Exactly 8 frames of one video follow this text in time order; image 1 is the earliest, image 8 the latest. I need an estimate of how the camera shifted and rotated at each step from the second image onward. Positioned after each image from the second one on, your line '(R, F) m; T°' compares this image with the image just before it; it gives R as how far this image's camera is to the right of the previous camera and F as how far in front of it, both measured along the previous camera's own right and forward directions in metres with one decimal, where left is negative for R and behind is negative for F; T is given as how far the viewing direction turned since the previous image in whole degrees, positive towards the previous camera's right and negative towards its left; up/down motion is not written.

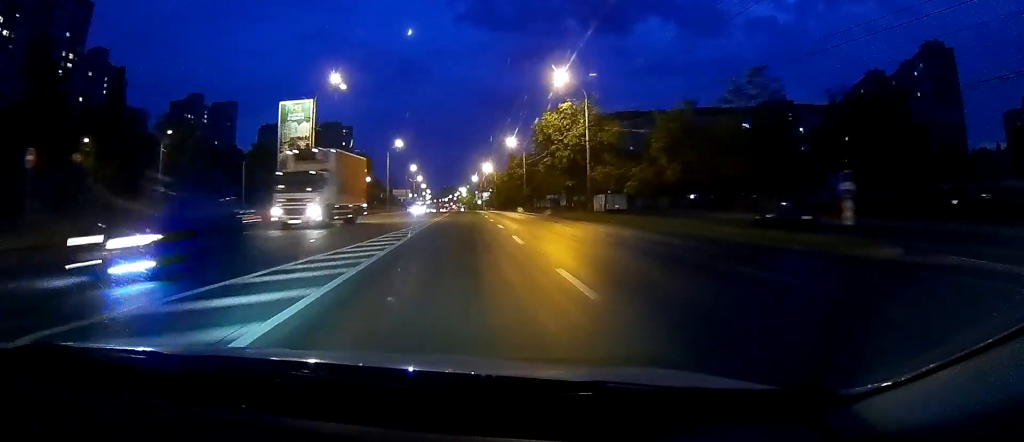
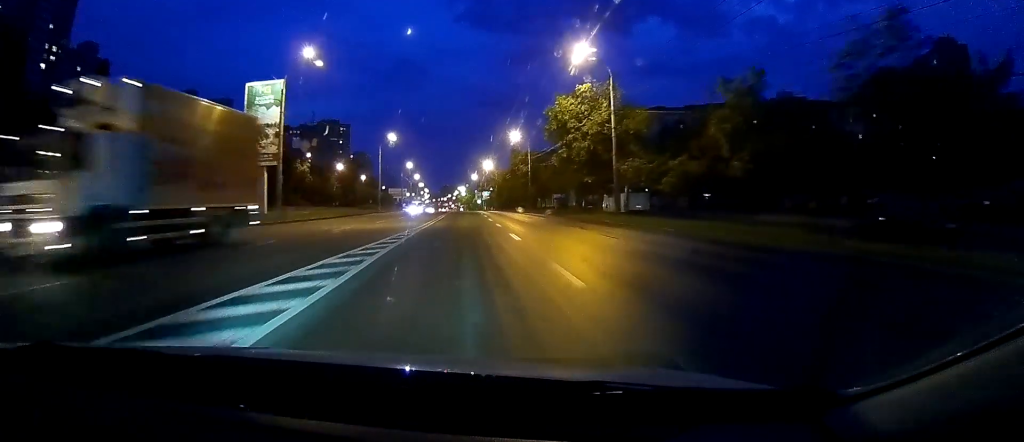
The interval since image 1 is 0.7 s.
(-0.1, +7.9) m; +1°
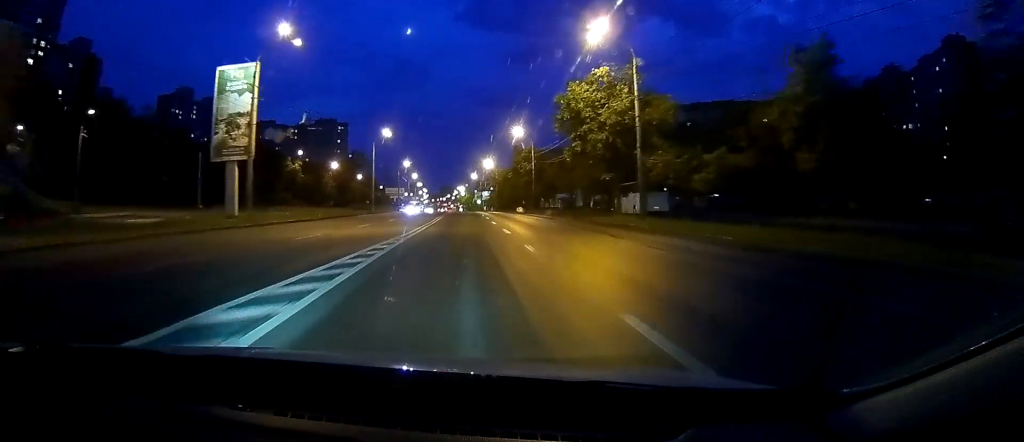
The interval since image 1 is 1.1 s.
(0.0, +5.2) m; +1°
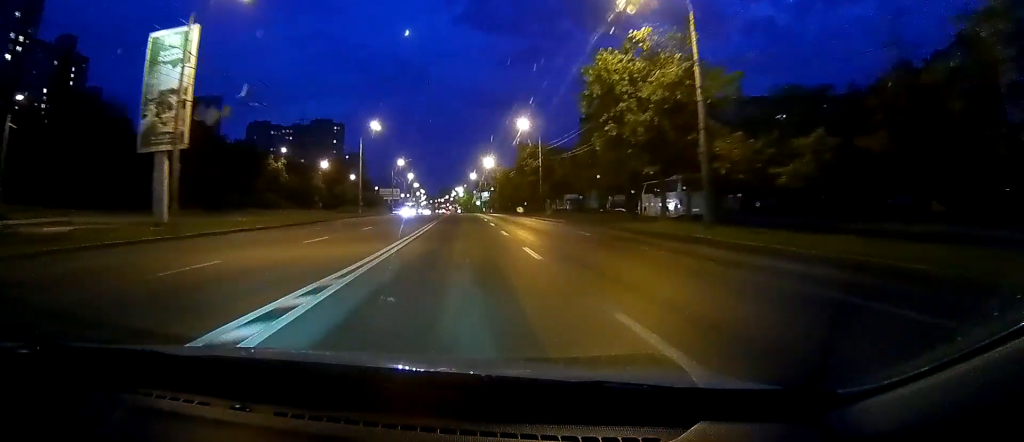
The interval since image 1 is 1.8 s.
(+0.4, +8.8) m; 0°
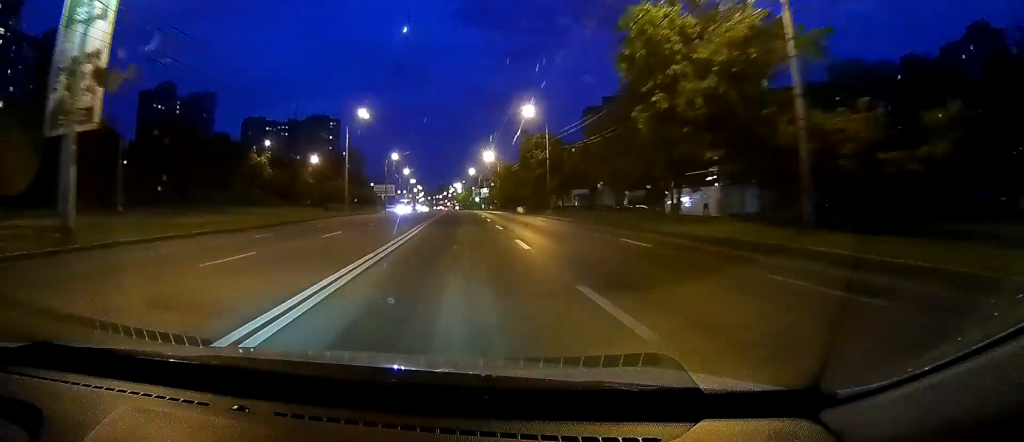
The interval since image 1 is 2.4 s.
(-0.1, +7.4) m; -1°
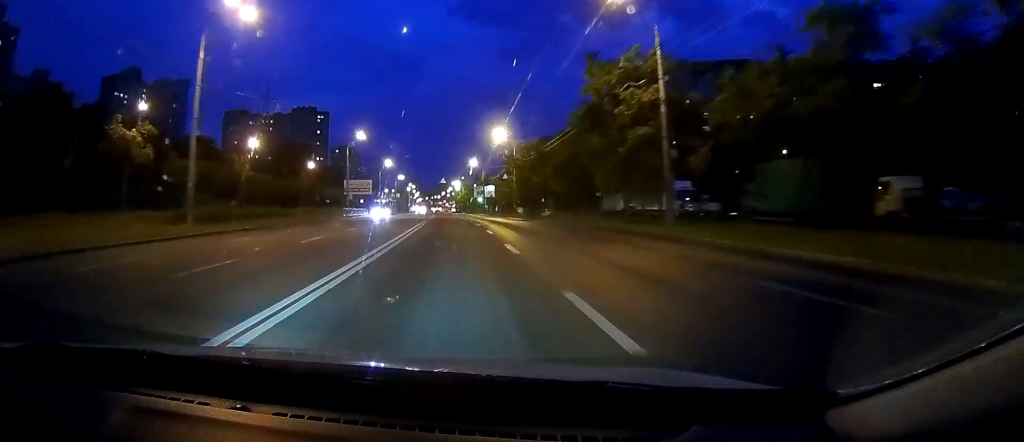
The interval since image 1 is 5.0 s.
(-1.6, +36.5) m; -2°
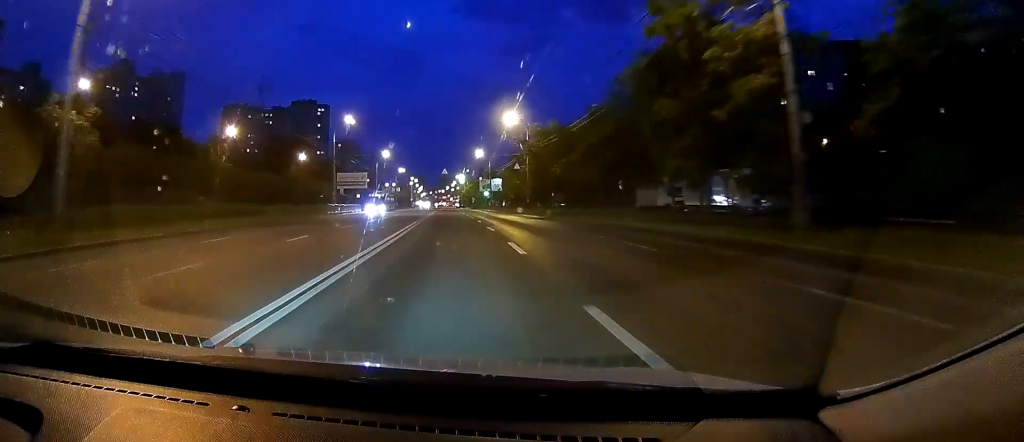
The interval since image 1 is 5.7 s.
(+0.4, +10.5) m; 0°
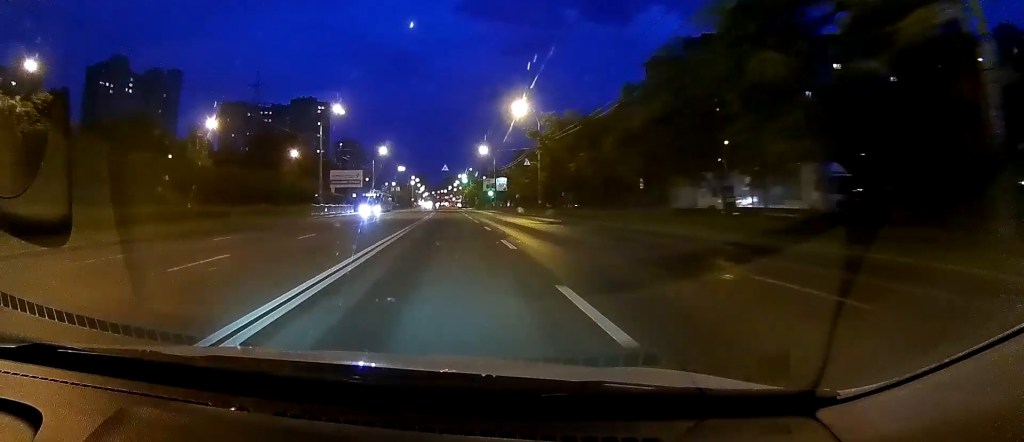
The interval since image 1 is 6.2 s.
(0.0, +7.6) m; 0°
